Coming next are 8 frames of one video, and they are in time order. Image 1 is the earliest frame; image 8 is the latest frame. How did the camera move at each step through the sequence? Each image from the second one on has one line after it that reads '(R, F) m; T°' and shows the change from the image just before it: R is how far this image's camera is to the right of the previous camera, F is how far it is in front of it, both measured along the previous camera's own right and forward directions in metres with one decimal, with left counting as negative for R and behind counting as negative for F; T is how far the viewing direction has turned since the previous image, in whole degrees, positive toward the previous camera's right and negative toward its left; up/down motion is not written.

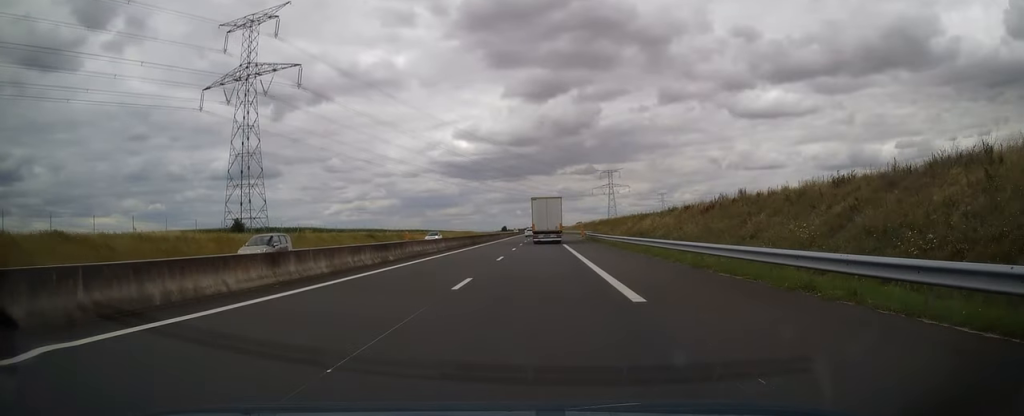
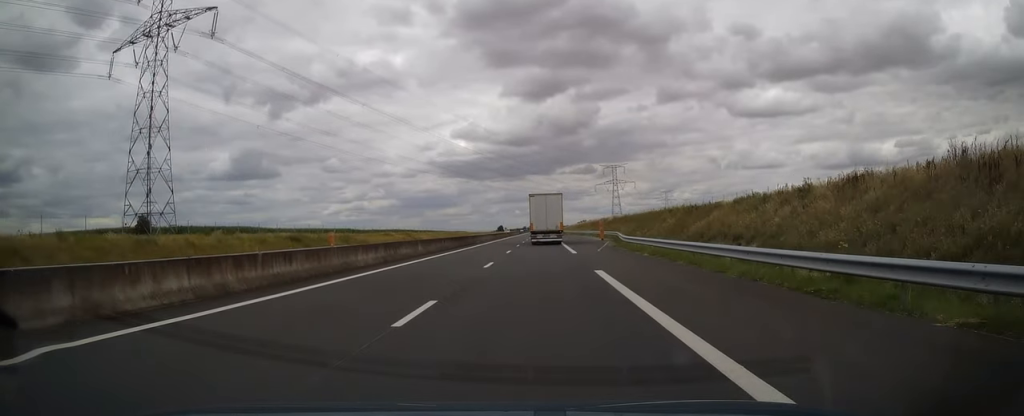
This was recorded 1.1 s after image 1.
(0.0, +31.4) m; 0°
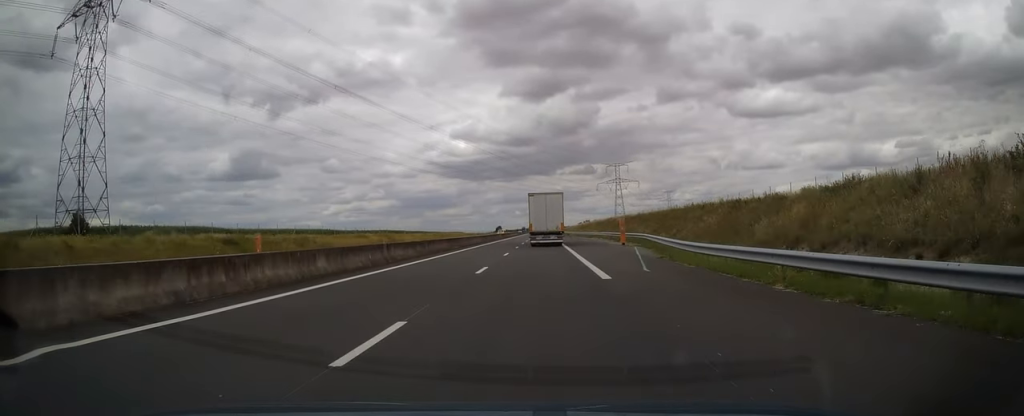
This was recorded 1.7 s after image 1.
(+0.1, +15.6) m; 0°
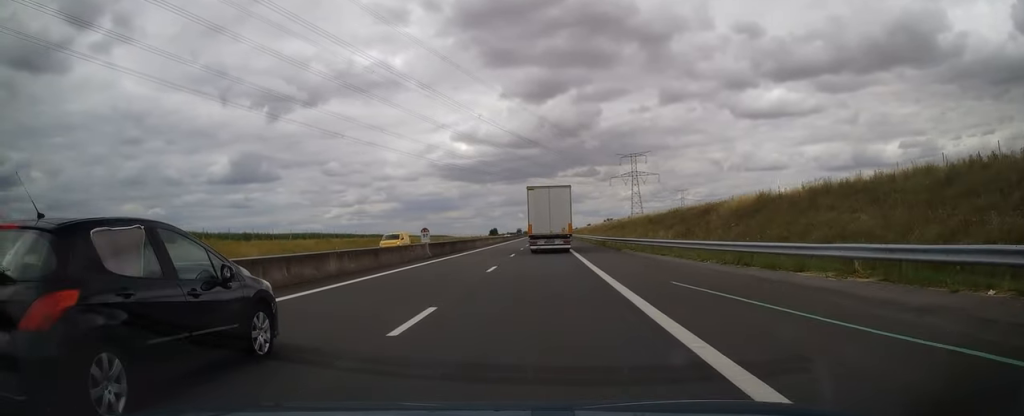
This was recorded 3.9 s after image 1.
(0.0, +62.7) m; 0°
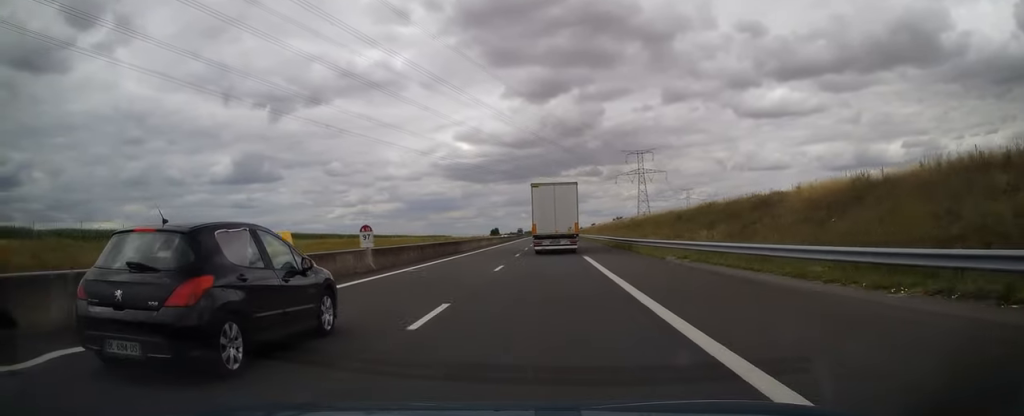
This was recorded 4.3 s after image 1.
(+0.1, +12.4) m; -1°
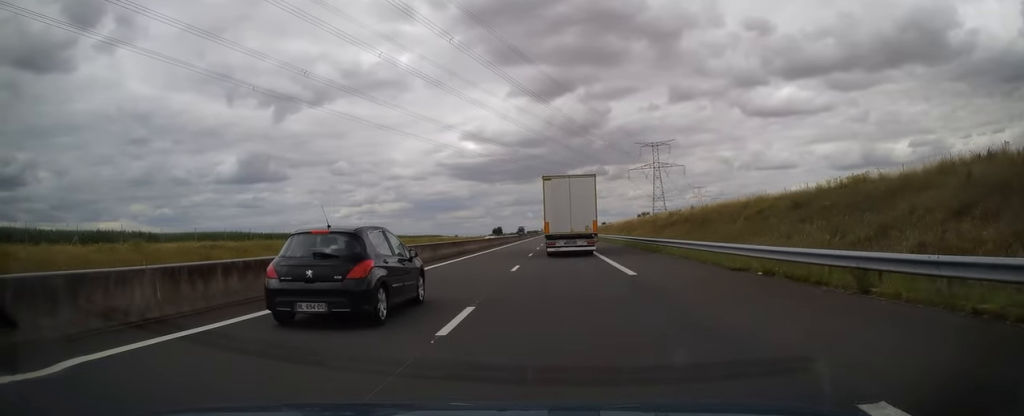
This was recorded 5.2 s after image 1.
(-0.5, +26.4) m; -1°
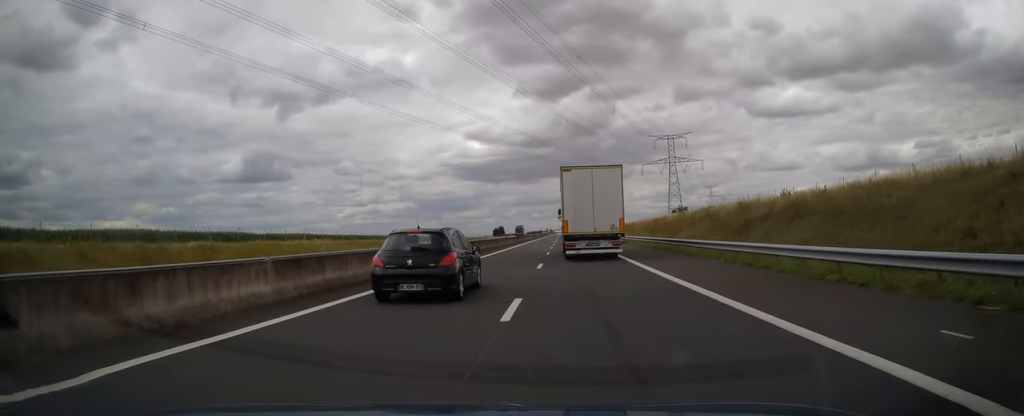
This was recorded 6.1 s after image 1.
(-0.2, +24.8) m; 0°
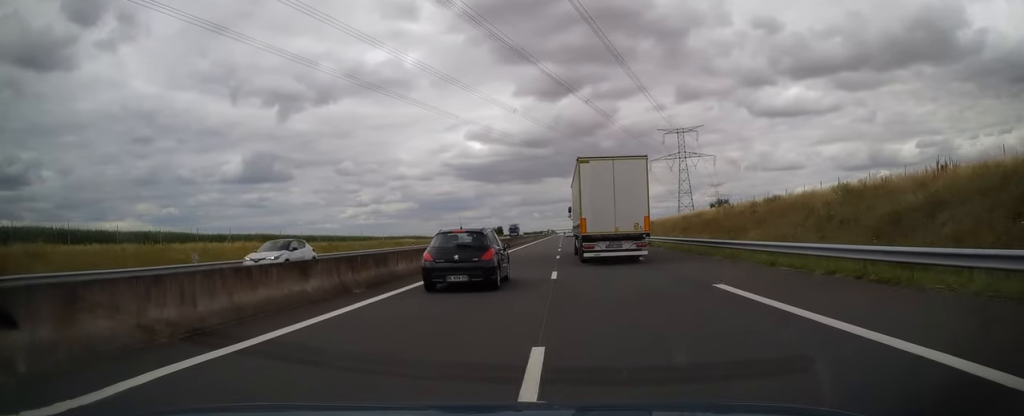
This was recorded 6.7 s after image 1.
(+0.1, +18.1) m; +1°
